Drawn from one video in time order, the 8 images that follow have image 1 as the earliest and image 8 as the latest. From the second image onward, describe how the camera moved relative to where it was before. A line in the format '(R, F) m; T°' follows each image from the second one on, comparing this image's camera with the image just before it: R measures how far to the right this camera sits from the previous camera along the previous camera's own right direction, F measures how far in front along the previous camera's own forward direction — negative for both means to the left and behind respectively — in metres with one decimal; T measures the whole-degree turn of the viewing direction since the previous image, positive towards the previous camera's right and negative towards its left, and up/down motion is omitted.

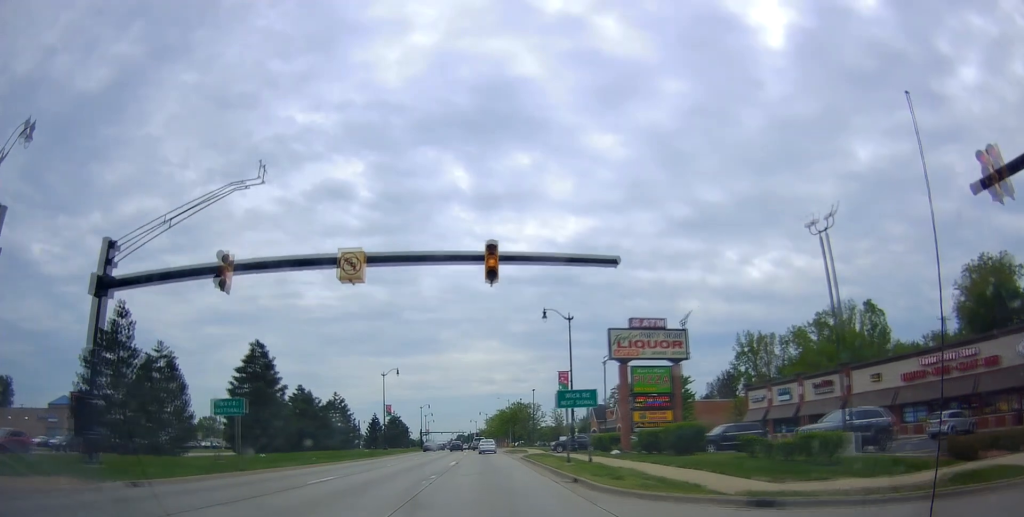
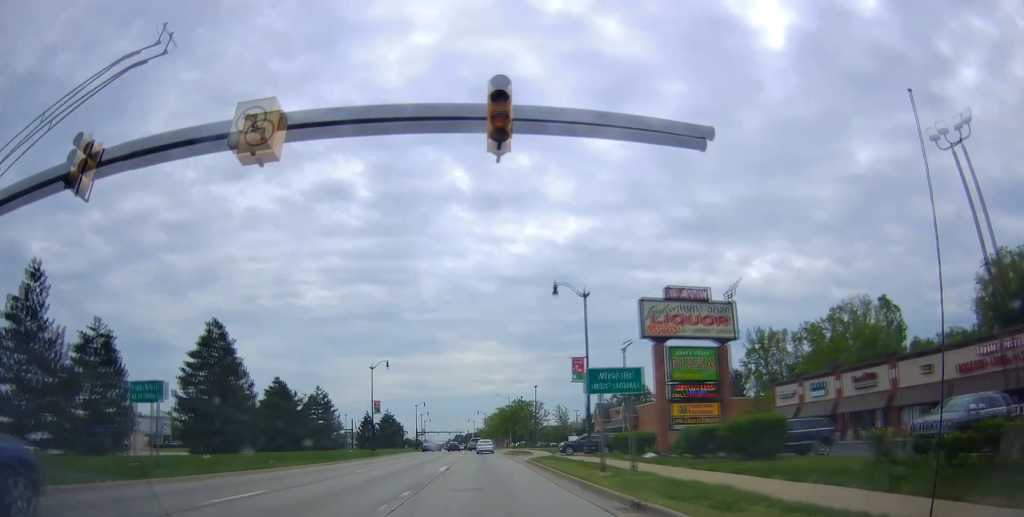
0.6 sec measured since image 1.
(-0.5, +7.5) m; -1°
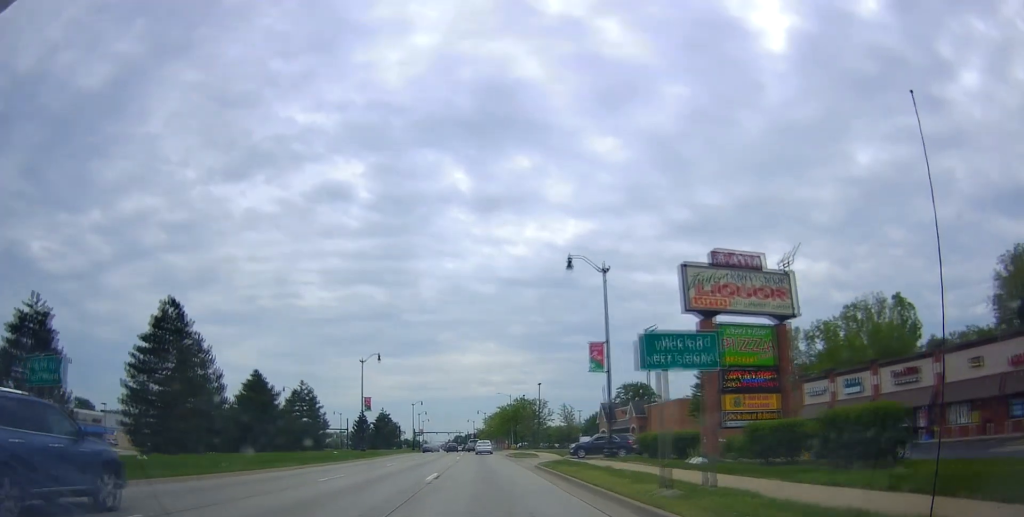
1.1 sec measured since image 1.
(-0.2, +6.0) m; -1°
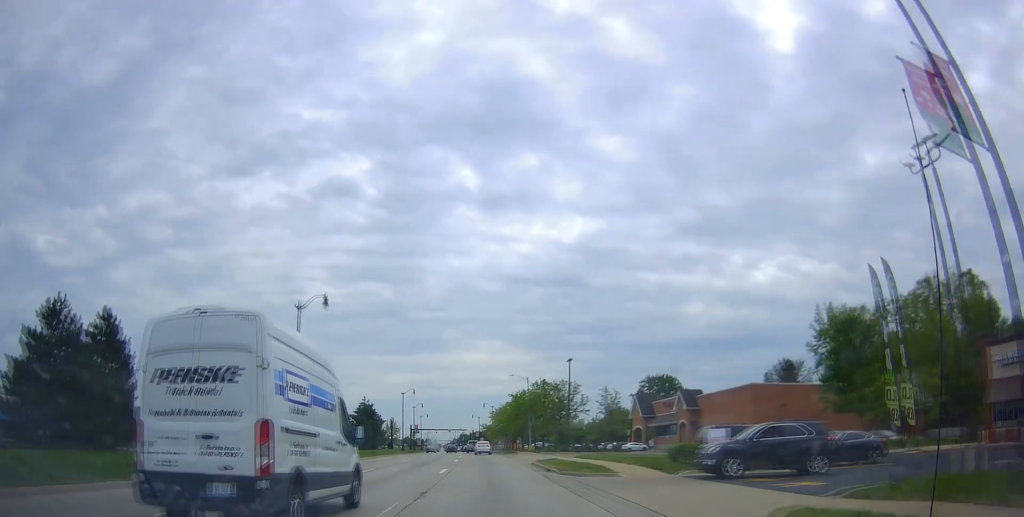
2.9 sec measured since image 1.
(0.0, +26.2) m; +1°
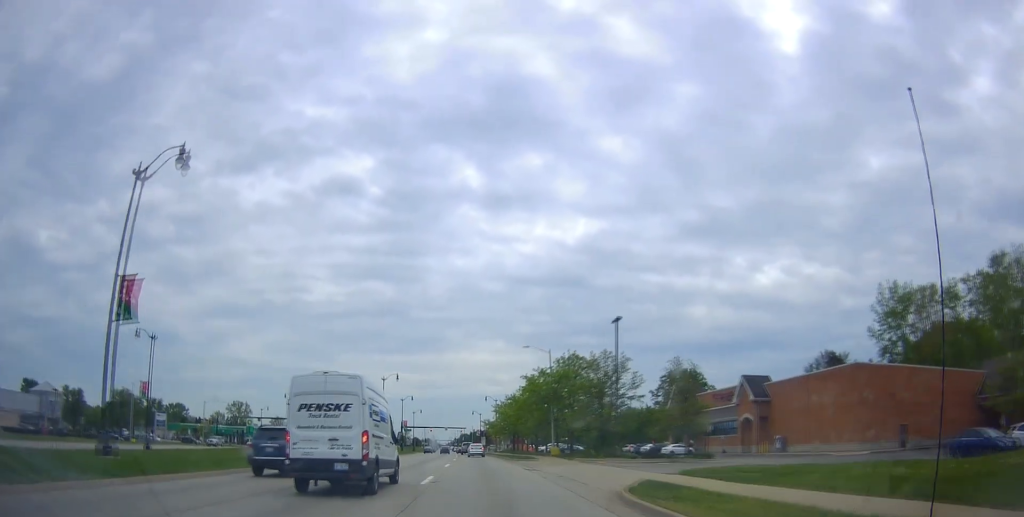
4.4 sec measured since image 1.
(+0.5, +22.2) m; -1°
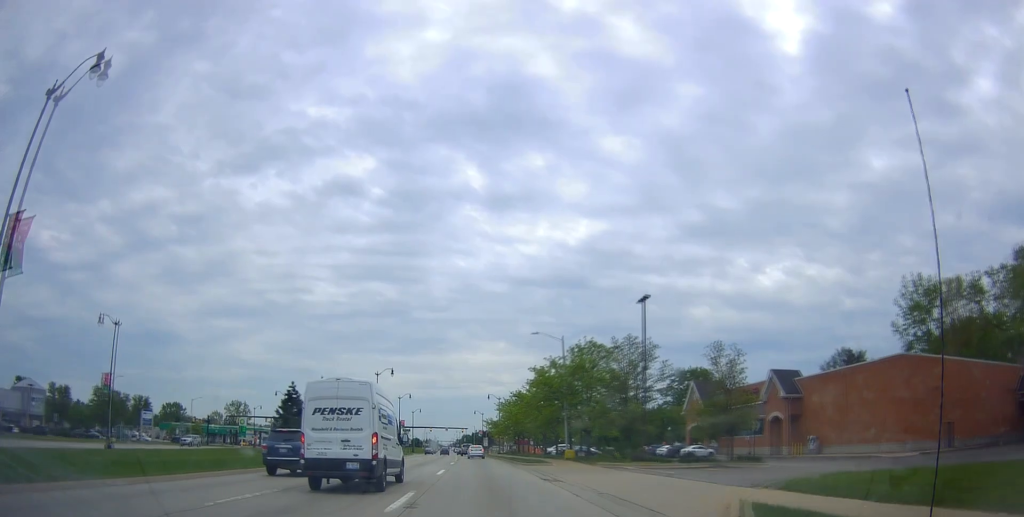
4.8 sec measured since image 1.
(-0.2, +6.7) m; -1°
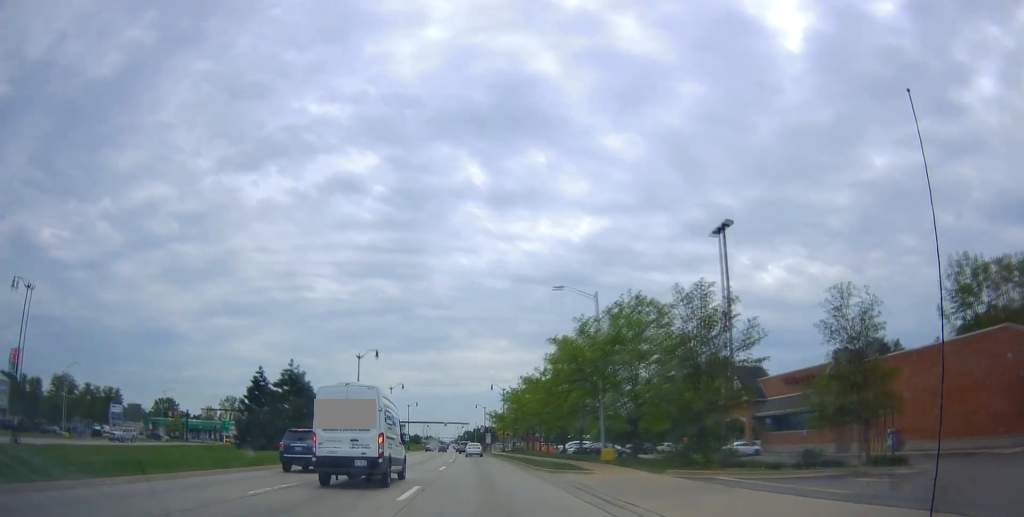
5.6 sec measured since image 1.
(-0.1, +12.5) m; +1°
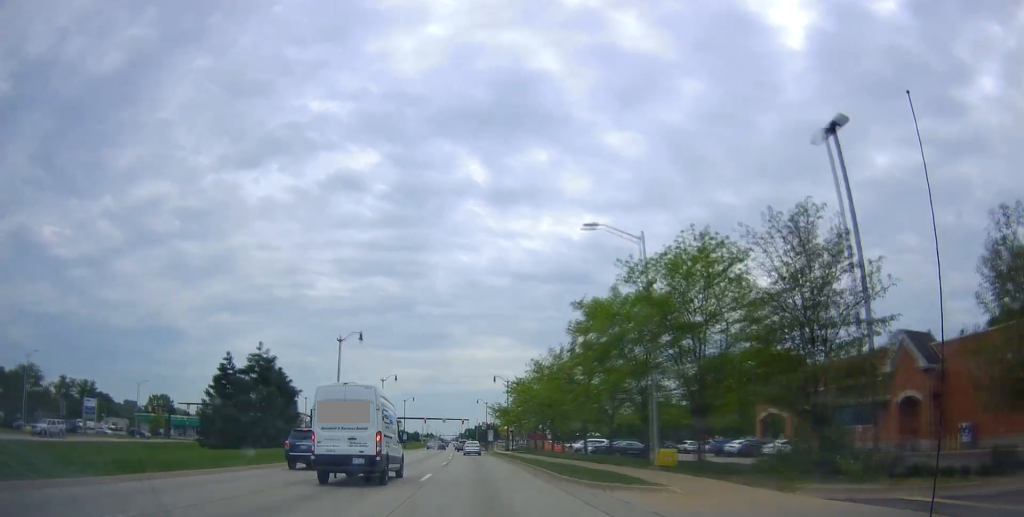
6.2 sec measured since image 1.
(+0.1, +9.3) m; +1°
